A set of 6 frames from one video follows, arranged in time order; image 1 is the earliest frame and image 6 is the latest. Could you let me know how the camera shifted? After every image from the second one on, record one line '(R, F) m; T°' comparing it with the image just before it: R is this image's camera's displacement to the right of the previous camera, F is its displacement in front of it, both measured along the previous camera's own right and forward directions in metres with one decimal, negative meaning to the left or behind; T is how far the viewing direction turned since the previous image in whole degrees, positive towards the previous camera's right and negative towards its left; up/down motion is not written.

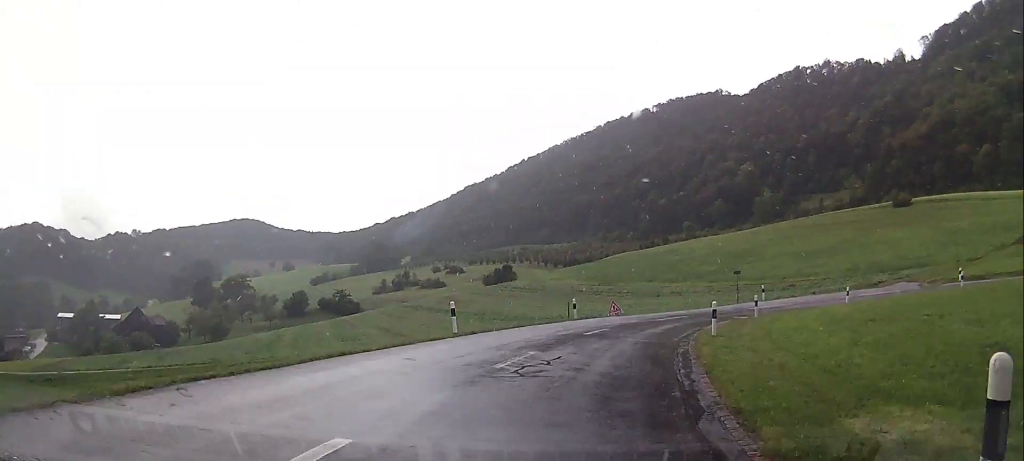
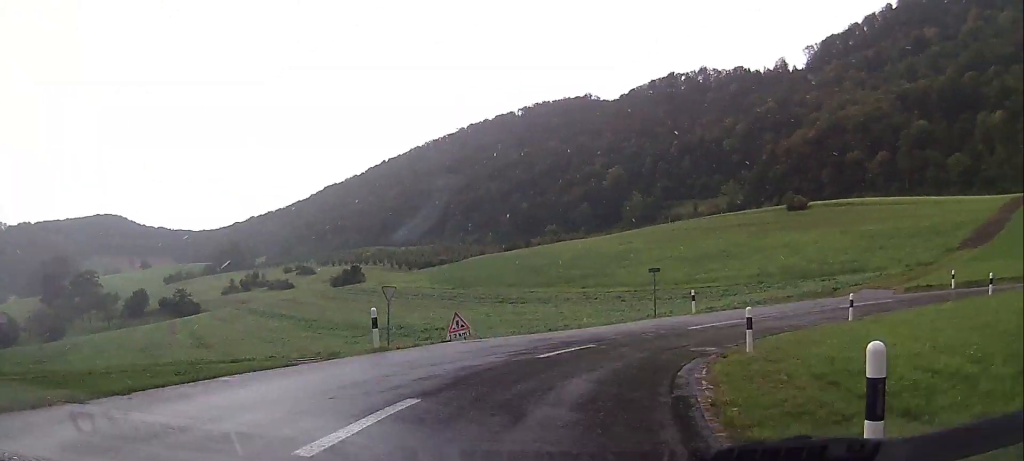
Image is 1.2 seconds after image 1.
(+0.5, +14.6) m; +6°
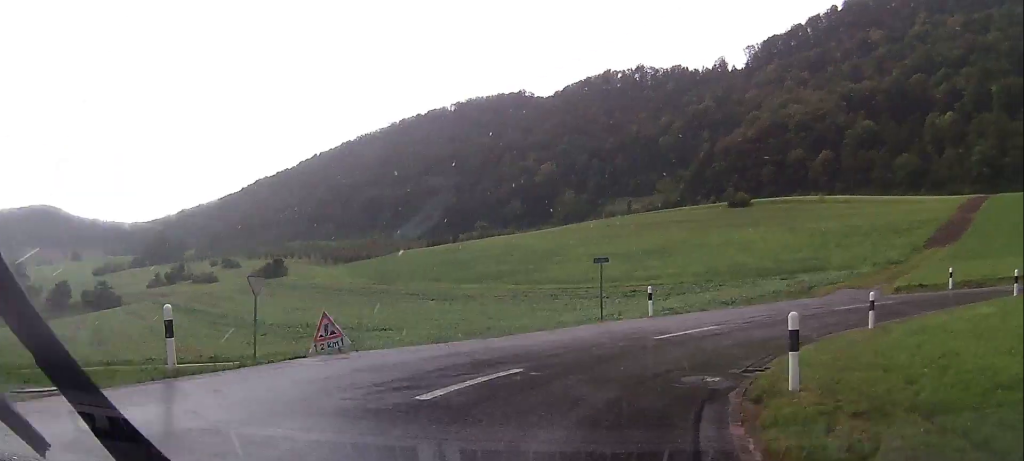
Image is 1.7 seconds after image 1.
(+0.1, +5.9) m; +3°
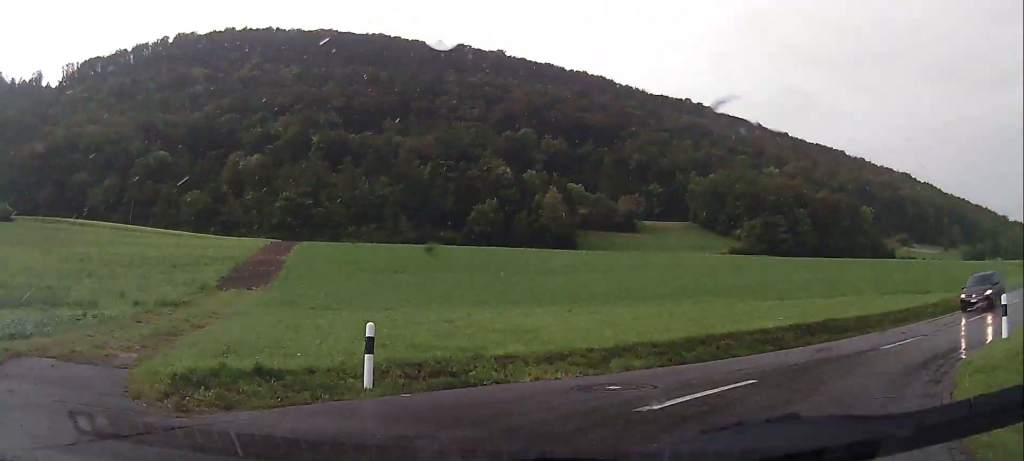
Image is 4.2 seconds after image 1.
(+2.2, +27.4) m; +14°
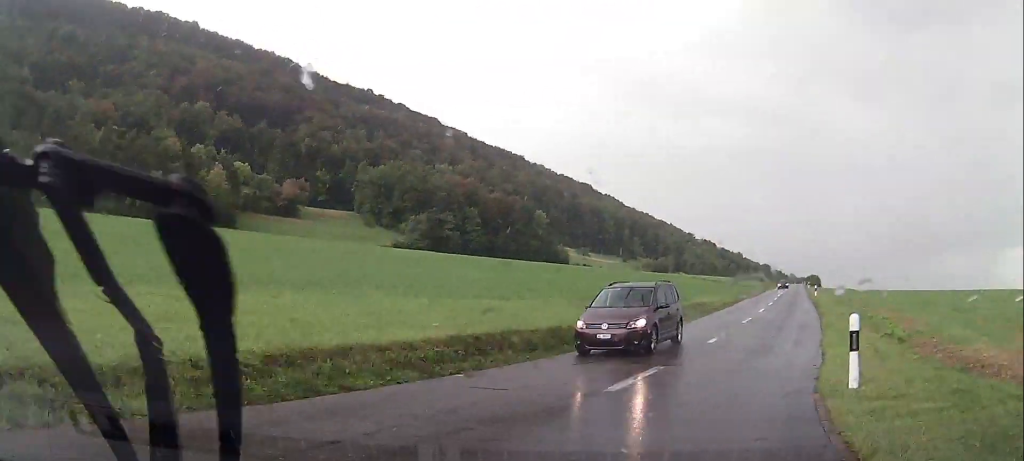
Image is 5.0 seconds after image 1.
(+0.7, +8.9) m; +19°
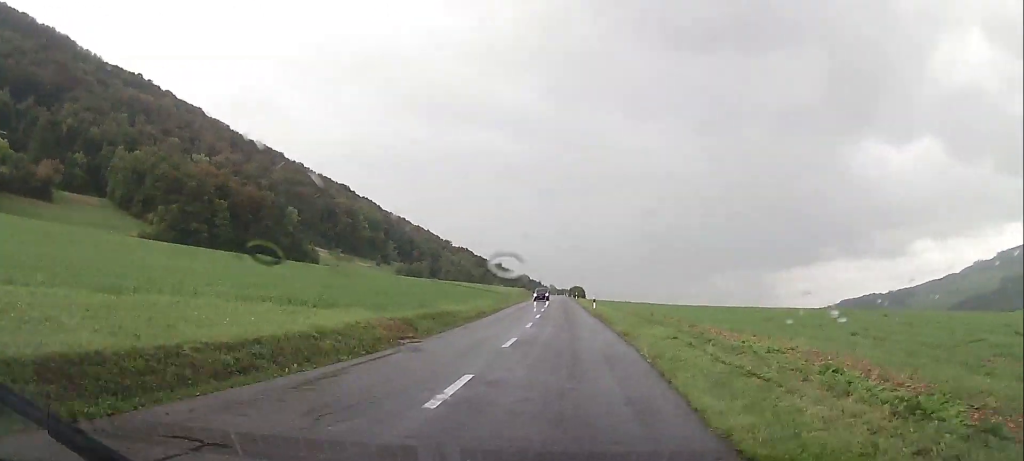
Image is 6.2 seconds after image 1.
(+3.9, +11.4) m; +35°
